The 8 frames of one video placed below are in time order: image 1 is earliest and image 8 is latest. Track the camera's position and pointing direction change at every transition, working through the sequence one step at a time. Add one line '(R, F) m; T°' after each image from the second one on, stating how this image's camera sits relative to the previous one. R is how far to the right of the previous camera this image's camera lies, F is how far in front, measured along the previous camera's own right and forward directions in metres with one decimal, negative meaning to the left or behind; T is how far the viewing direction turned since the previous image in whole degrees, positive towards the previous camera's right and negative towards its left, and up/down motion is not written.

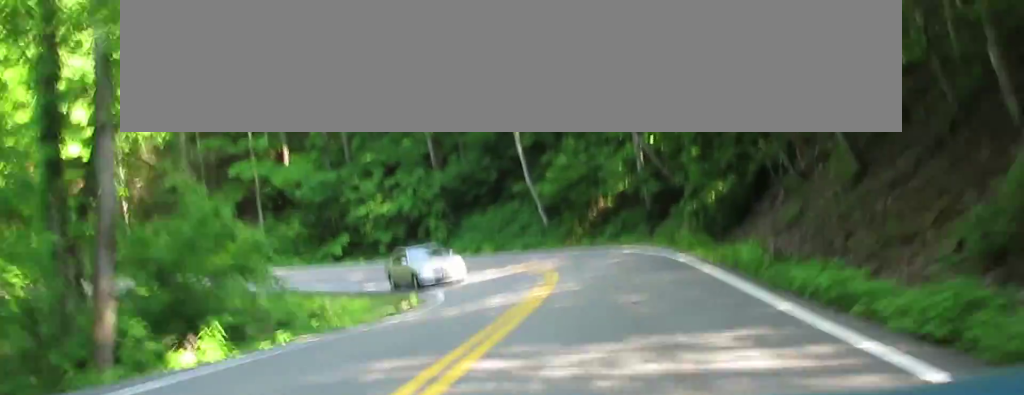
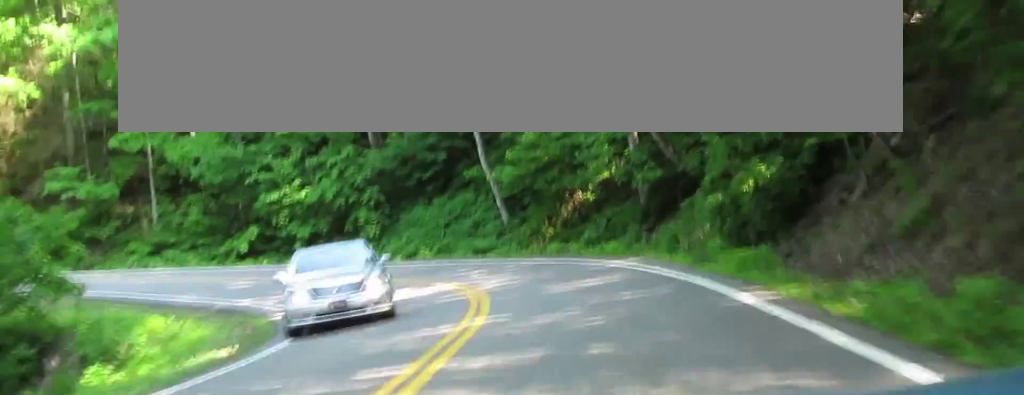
(+0.4, +15.0) m; -2°
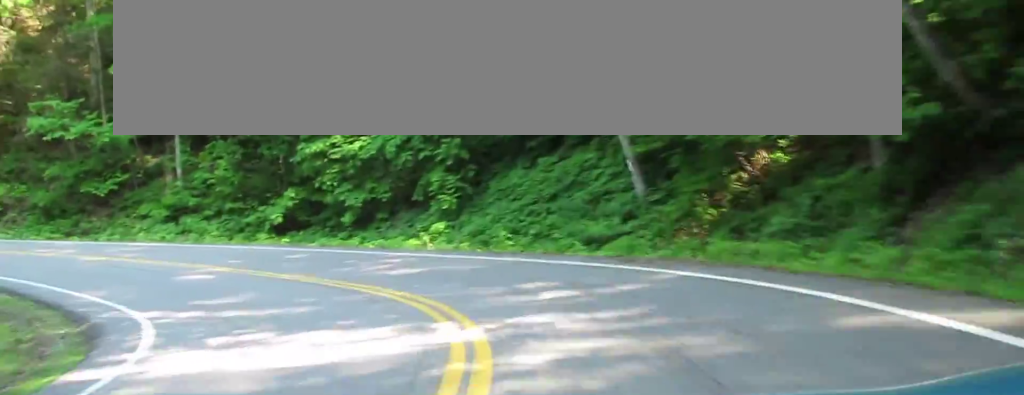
(-0.7, +19.0) m; -14°
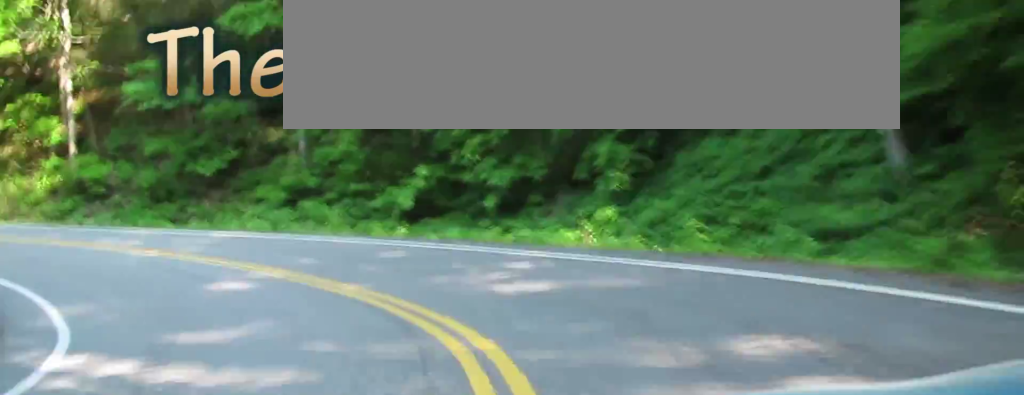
(+1.8, +11.2) m; -12°
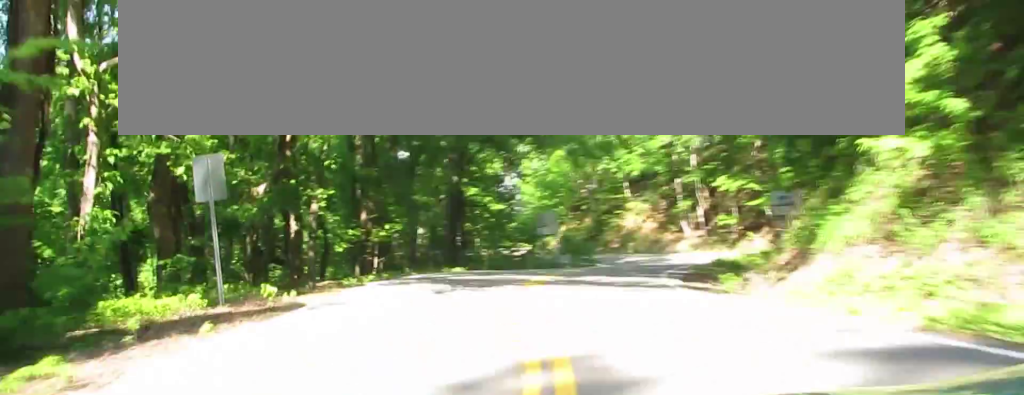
(-25.6, +32.9) m; -49°
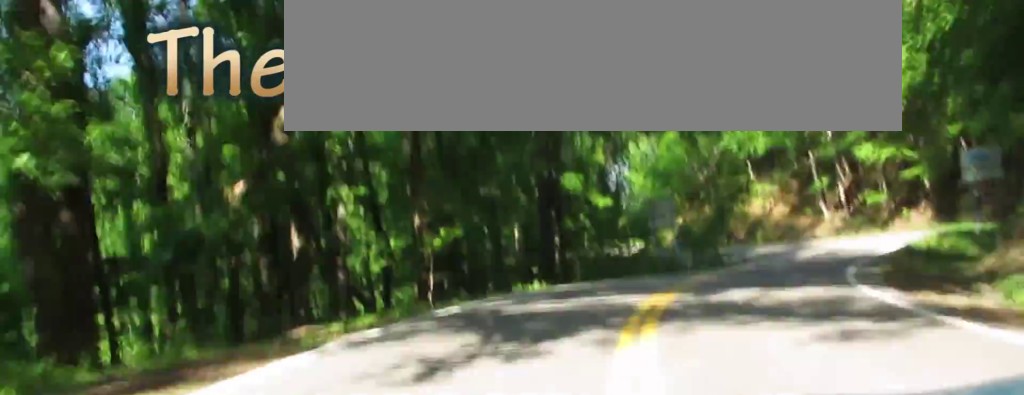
(-0.6, +12.8) m; +5°
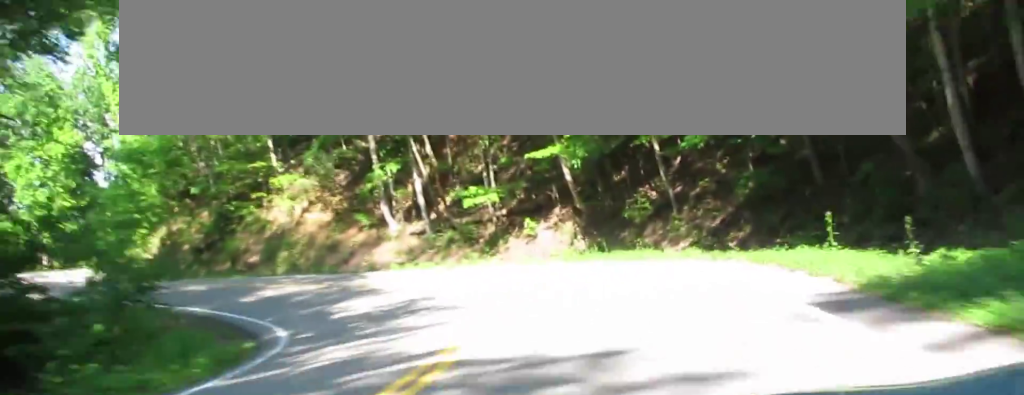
(+3.1, +32.9) m; +2°
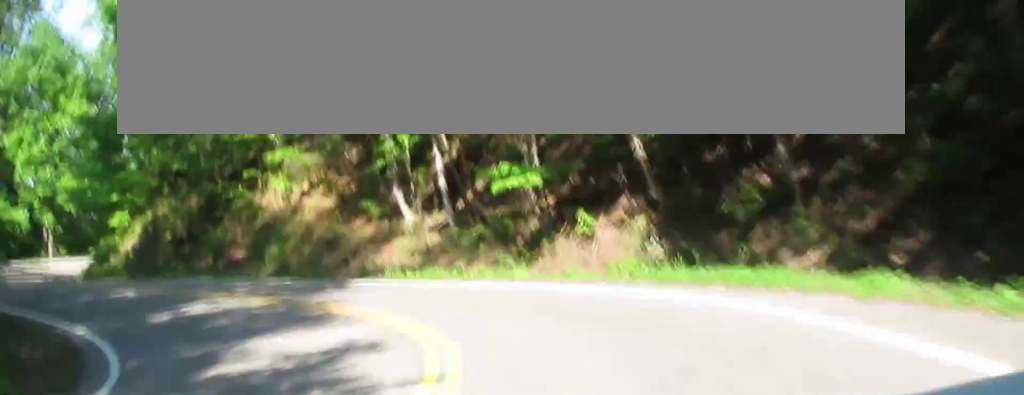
(-0.6, +11.1) m; -5°
